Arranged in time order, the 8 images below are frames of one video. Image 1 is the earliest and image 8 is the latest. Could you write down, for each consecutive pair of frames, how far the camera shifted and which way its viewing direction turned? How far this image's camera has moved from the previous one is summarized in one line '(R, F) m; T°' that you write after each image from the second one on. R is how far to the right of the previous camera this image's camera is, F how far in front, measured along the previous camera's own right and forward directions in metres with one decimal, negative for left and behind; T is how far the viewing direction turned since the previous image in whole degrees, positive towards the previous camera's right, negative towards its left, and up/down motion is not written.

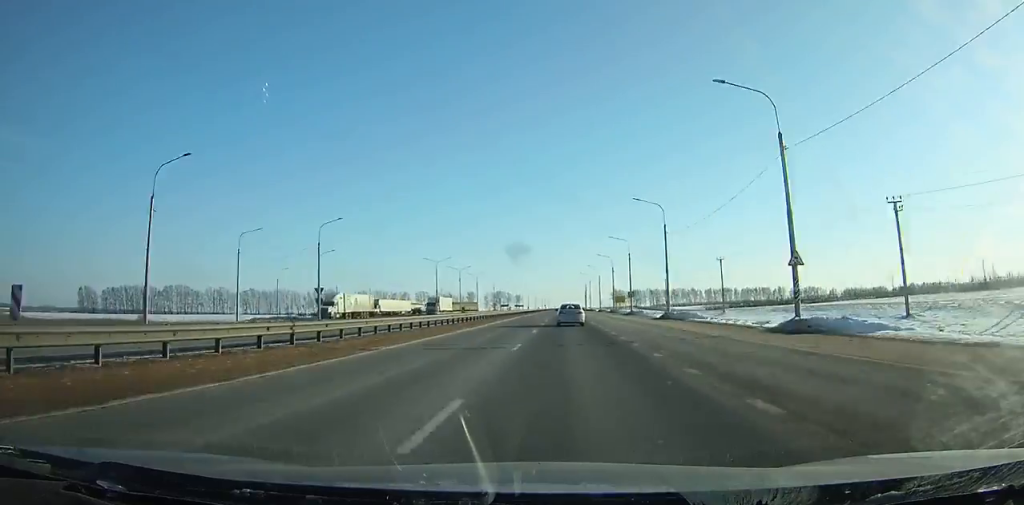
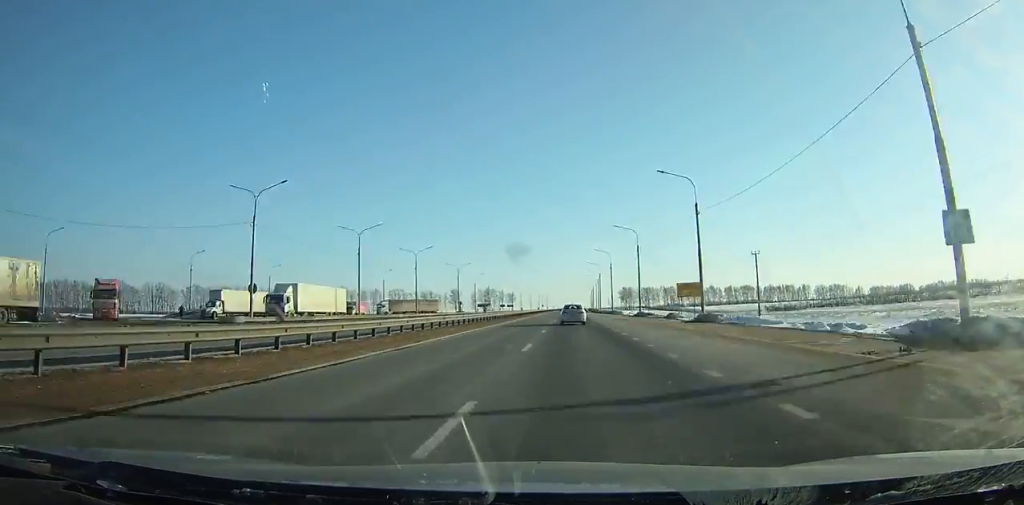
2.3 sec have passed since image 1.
(+0.1, +70.0) m; +1°
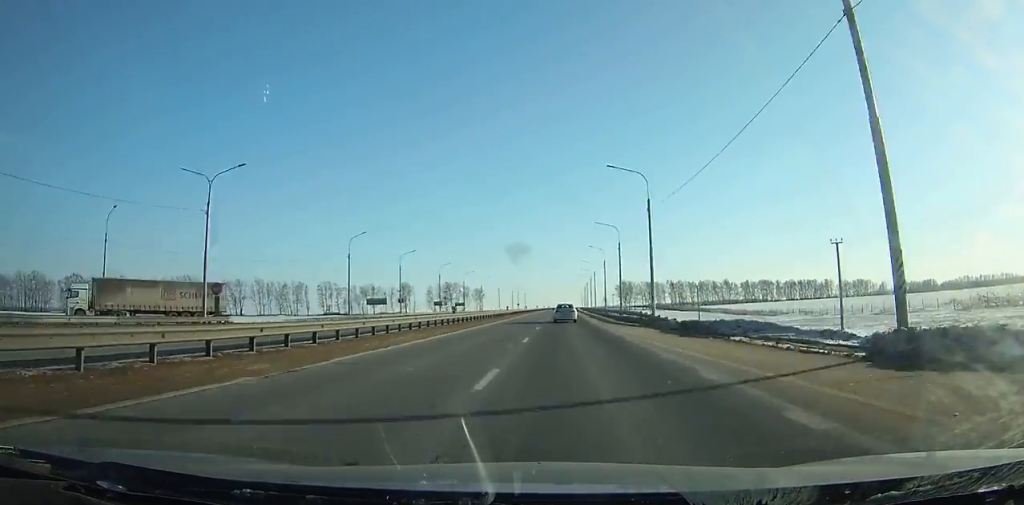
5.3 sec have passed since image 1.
(+0.9, +90.6) m; +1°
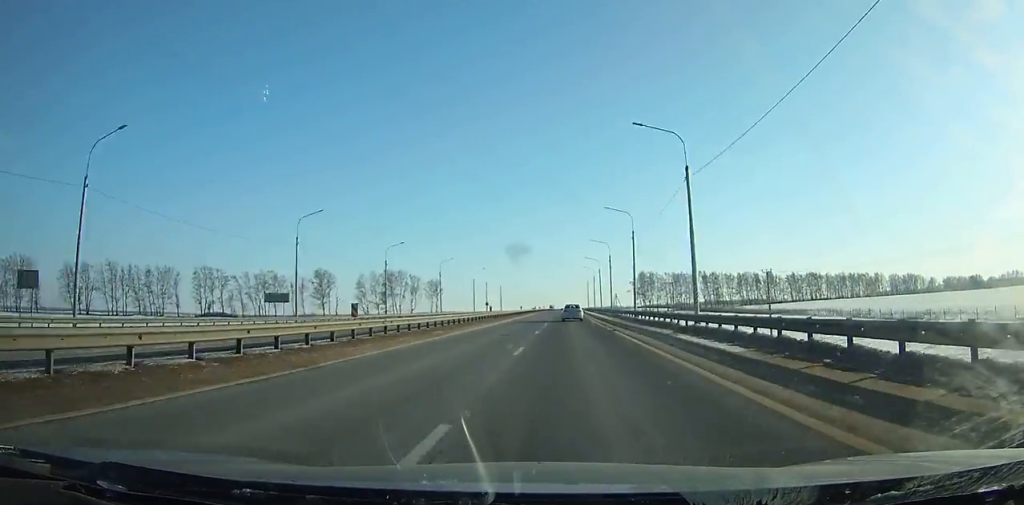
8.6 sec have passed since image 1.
(+0.6, +99.6) m; +1°
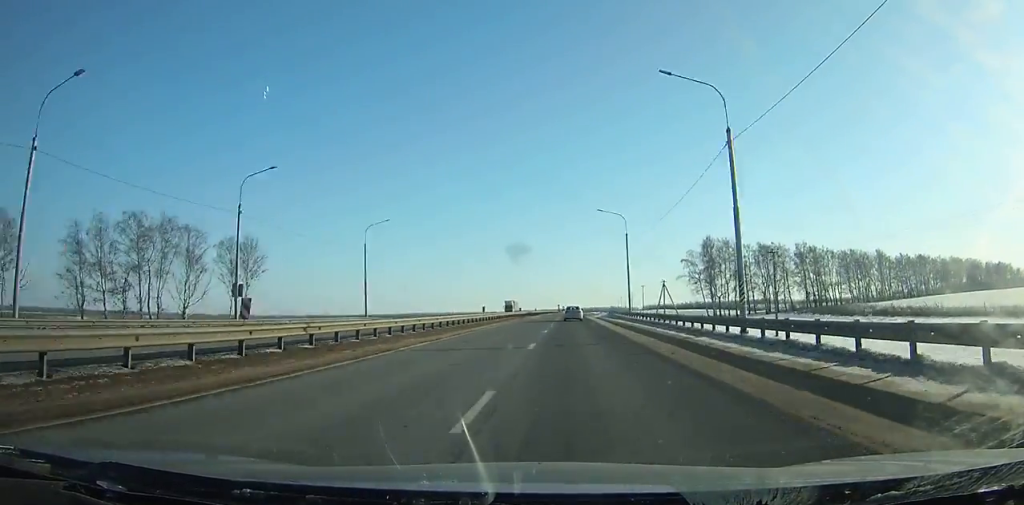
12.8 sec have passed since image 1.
(+1.3, +127.6) m; +1°
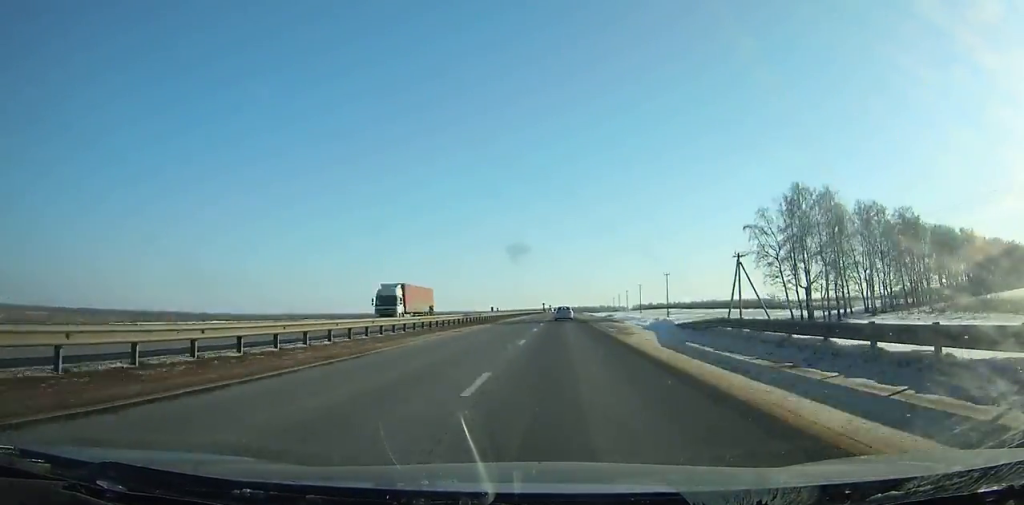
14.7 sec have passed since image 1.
(+0.2, +58.1) m; +1°
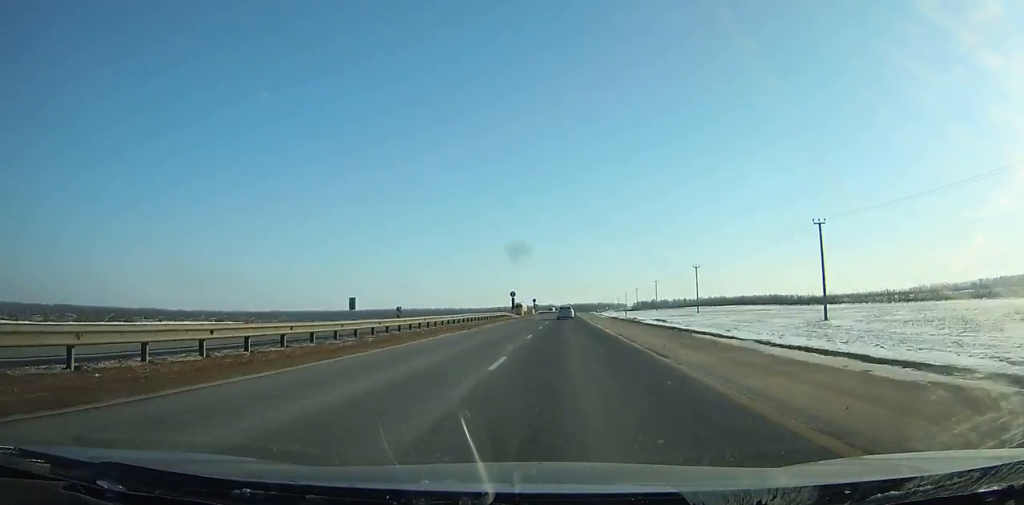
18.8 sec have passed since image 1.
(+1.1, +127.0) m; +1°
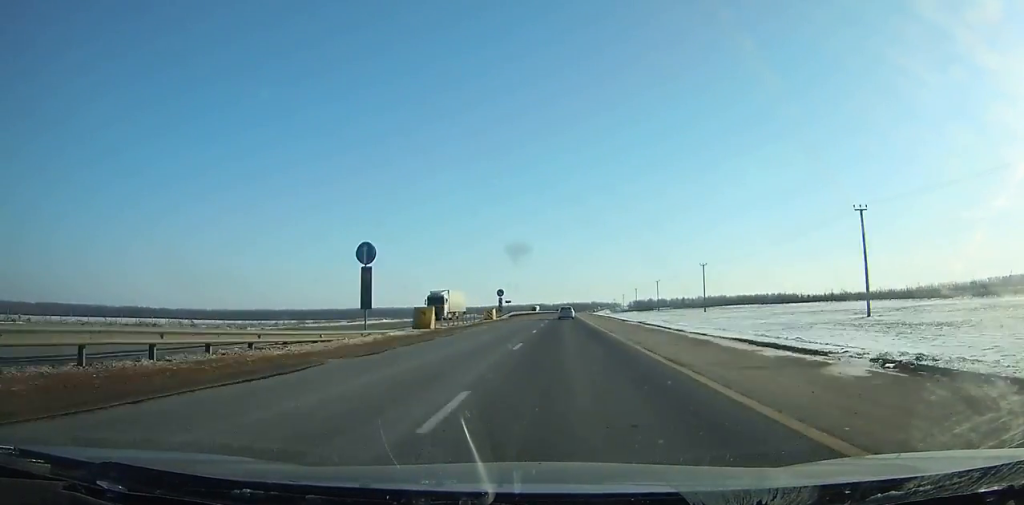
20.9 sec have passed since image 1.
(+0.2, +65.8) m; +1°
